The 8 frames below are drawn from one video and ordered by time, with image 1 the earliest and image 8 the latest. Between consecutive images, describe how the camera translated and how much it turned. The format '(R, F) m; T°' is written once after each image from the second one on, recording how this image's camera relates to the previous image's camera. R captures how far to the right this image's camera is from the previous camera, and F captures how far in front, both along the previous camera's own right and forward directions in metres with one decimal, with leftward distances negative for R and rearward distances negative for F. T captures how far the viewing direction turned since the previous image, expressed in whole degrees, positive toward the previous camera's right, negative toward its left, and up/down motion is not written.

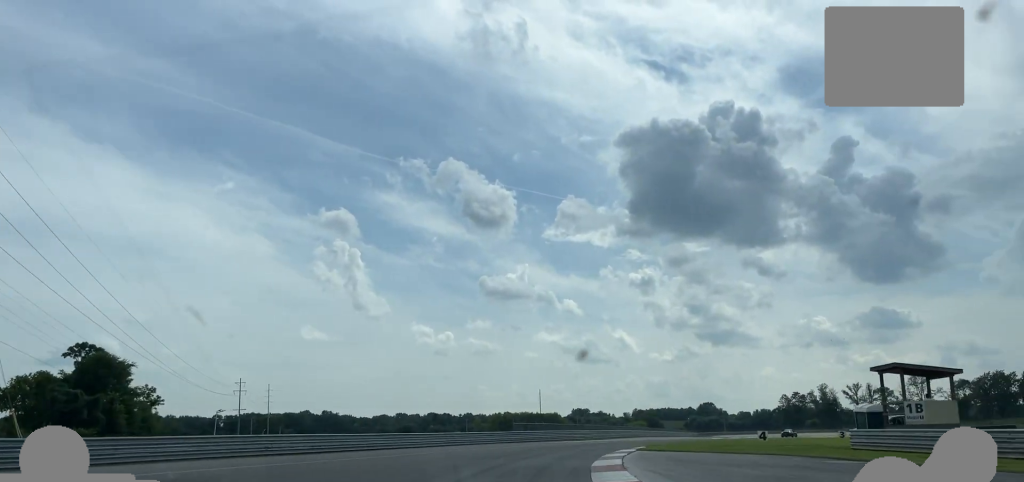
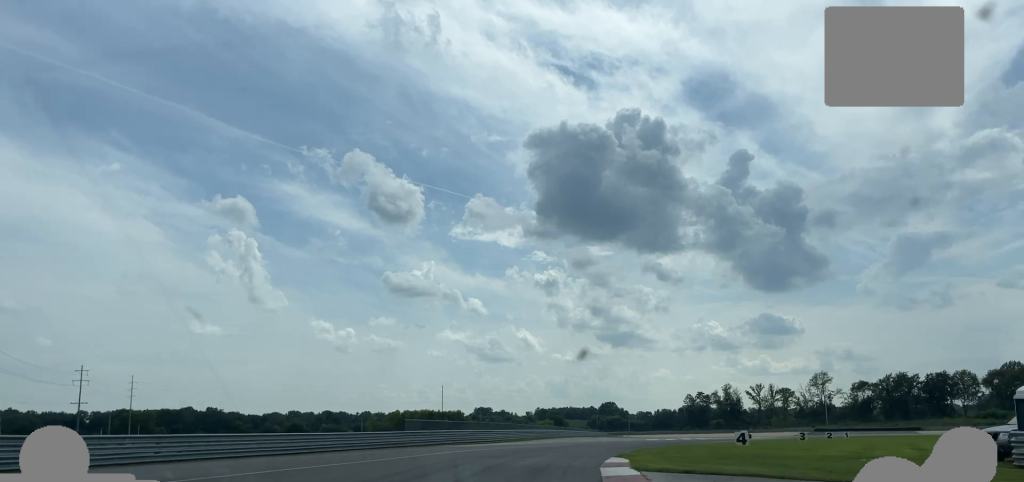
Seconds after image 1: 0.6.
(+1.0, +20.0) m; +7°
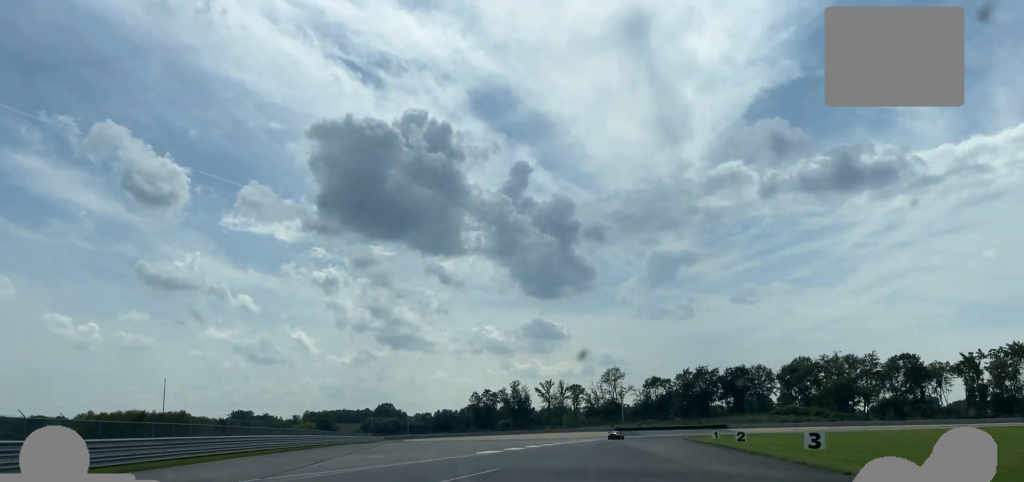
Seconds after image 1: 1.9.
(+6.4, +47.9) m; +13°
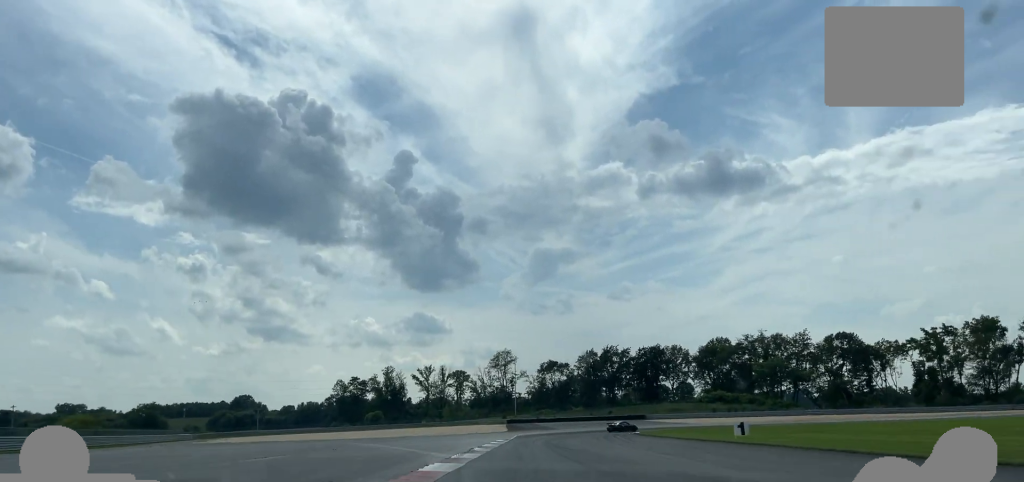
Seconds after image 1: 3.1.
(+4.2, +45.2) m; +9°
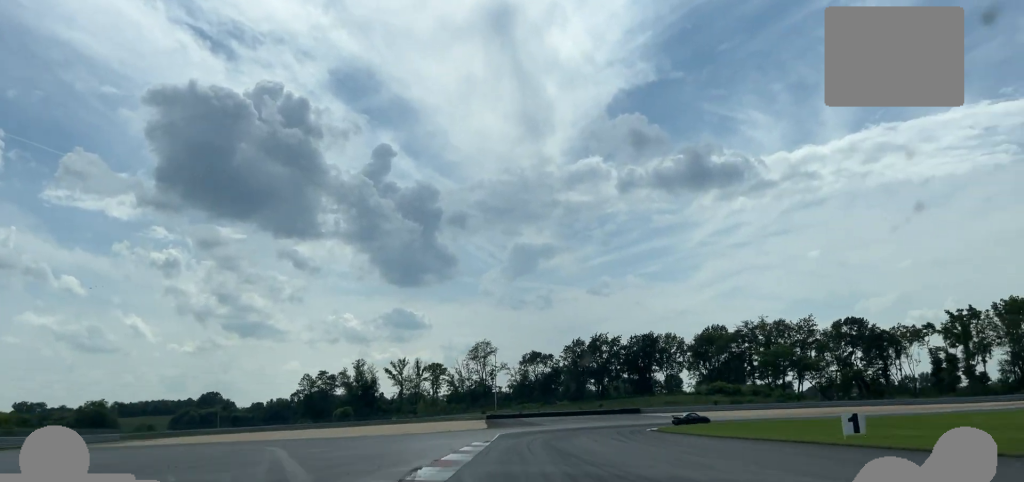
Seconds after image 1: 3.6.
(+0.4, +16.4) m; +3°
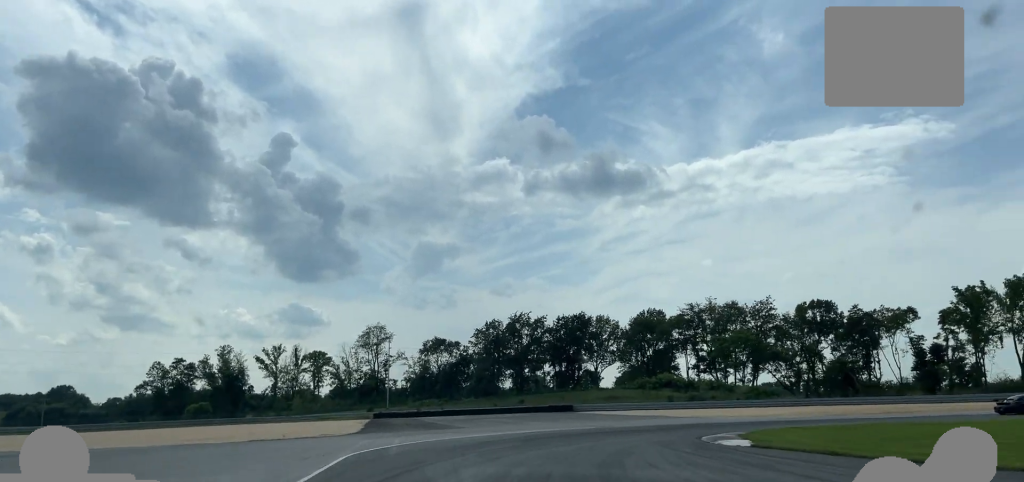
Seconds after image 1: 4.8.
(+2.0, +36.4) m; +9°
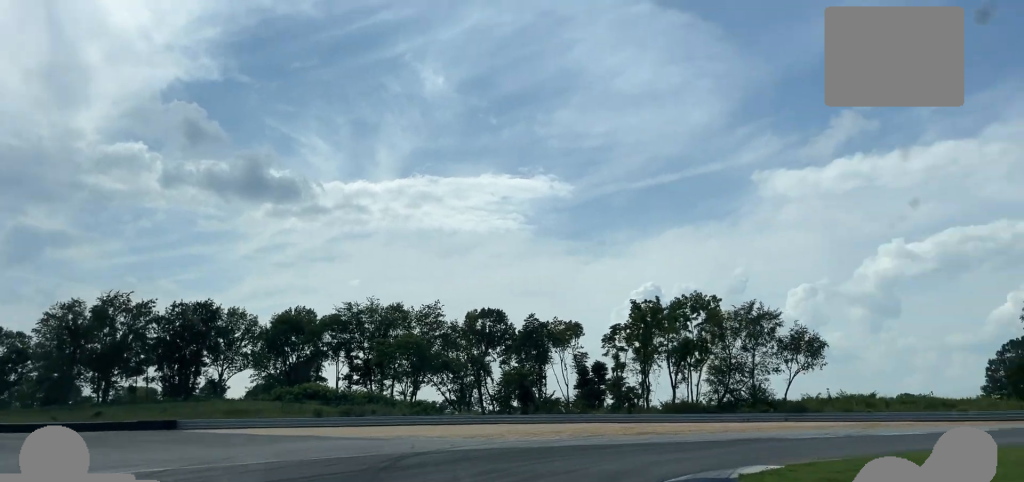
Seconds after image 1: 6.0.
(+5.3, +29.1) m; +28°
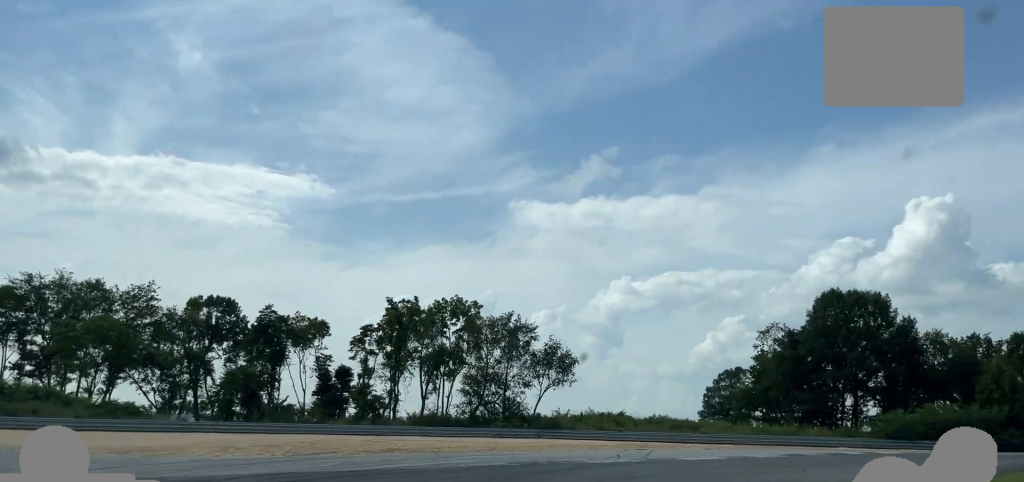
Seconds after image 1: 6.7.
(+1.3, +13.5) m; +19°
